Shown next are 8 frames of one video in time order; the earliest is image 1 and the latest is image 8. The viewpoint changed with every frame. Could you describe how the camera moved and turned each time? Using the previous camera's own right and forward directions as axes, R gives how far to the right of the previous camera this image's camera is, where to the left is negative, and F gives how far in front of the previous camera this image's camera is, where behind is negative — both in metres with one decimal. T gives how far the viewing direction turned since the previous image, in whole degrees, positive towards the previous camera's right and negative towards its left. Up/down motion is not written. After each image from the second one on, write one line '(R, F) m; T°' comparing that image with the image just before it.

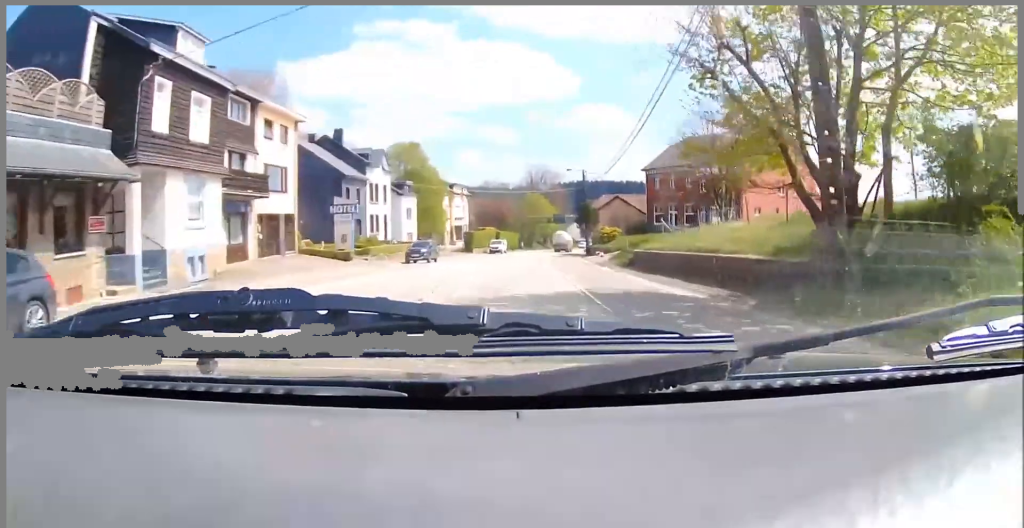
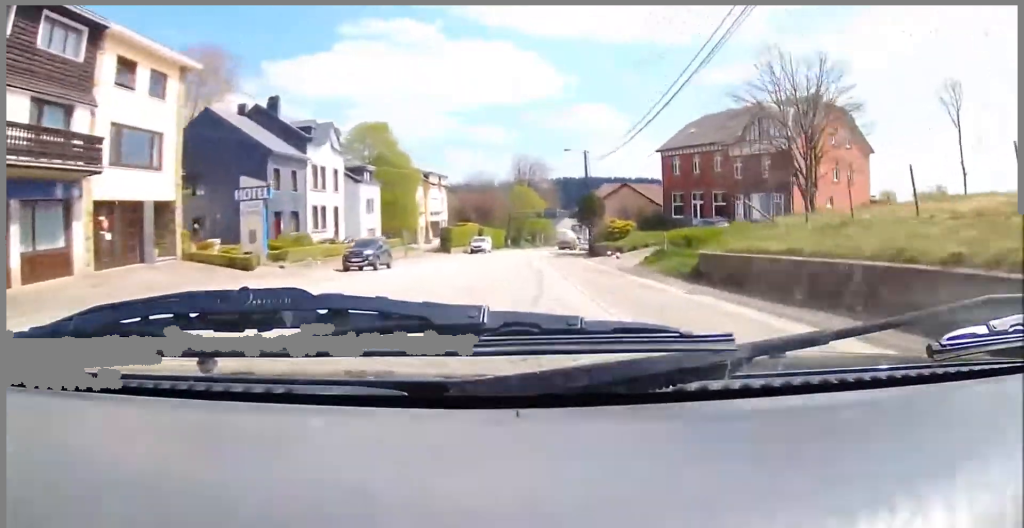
(+0.5, +10.8) m; +8°
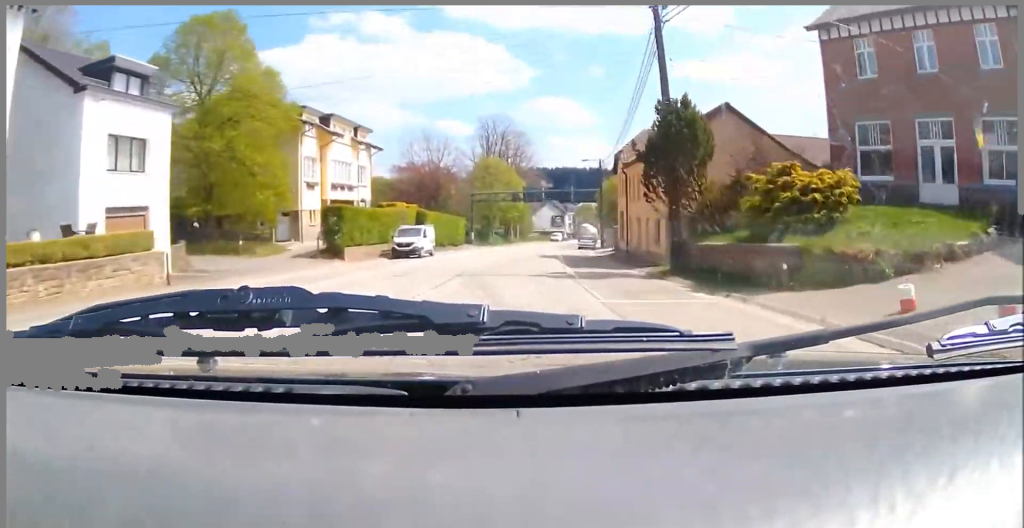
(+4.3, +31.1) m; +6°
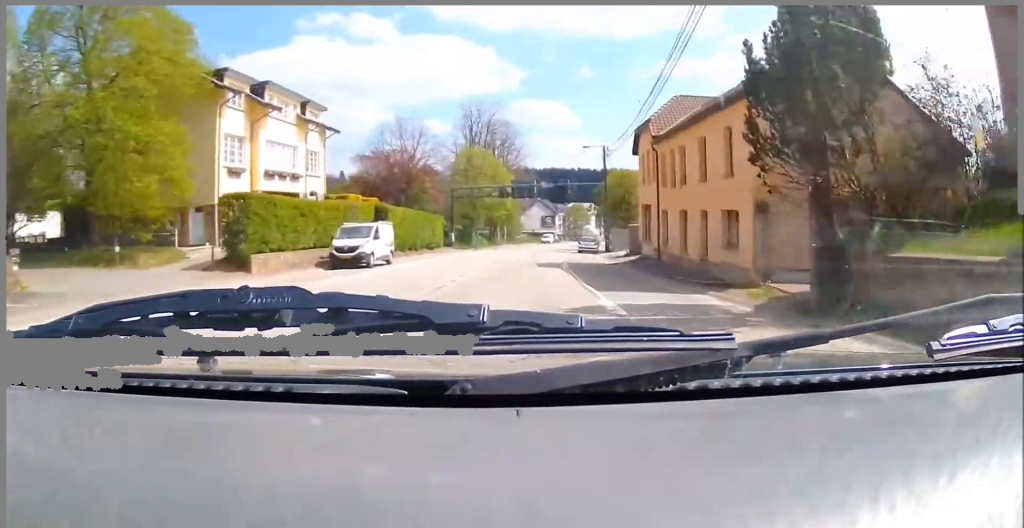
(-0.8, +10.4) m; -1°
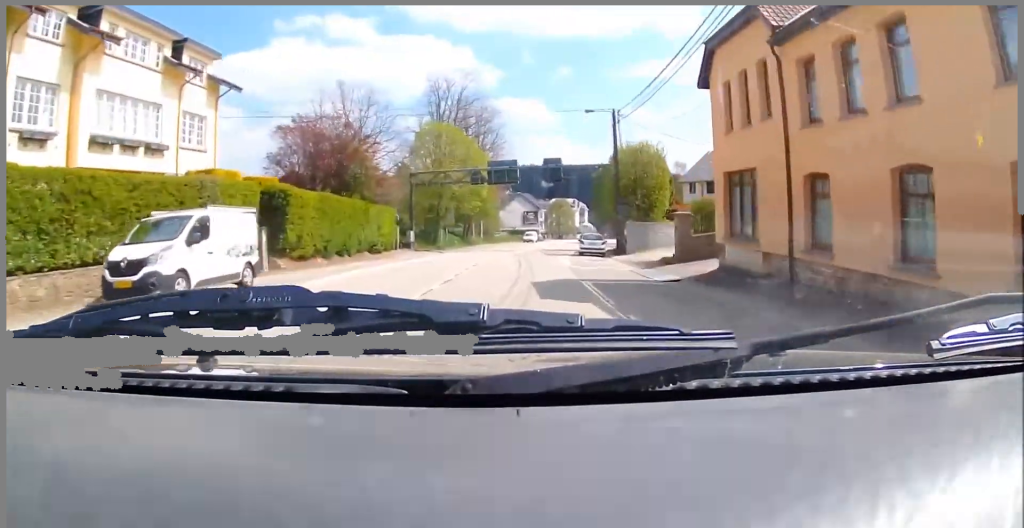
(-0.2, +14.8) m; 0°
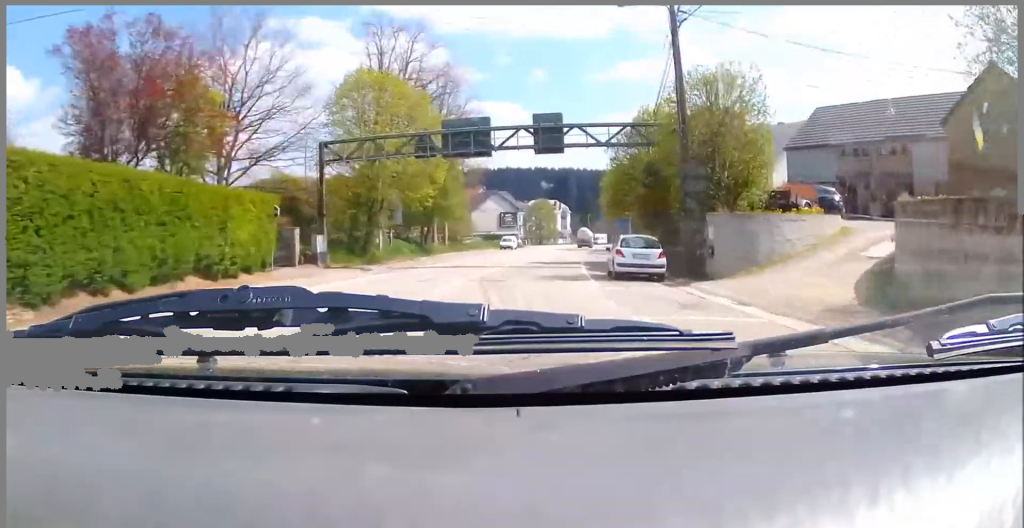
(+0.5, +20.3) m; +3°
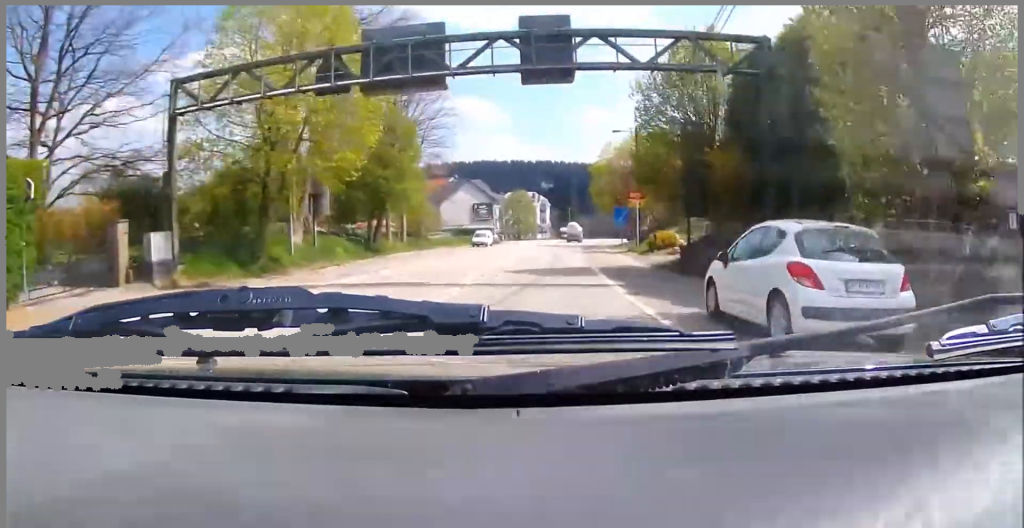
(+0.2, +14.8) m; +3°
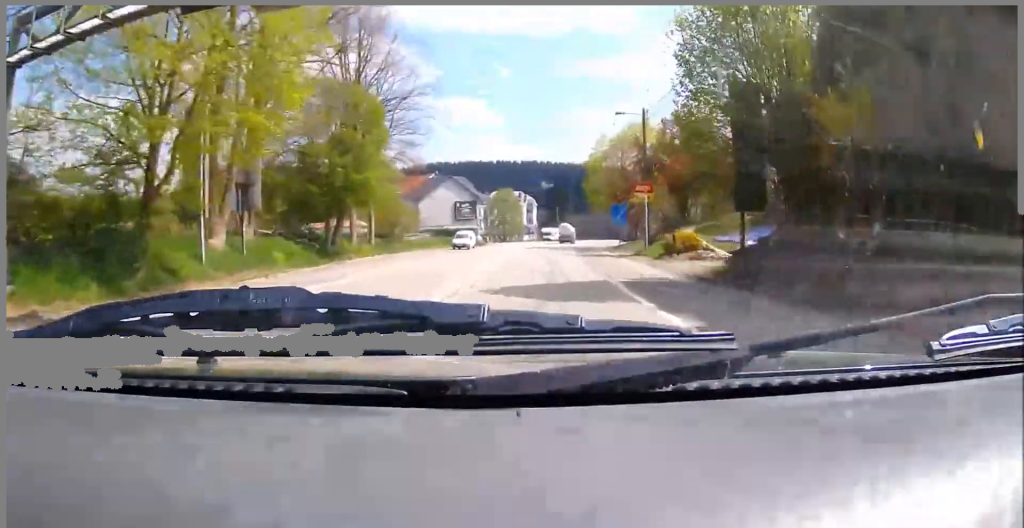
(+0.2, +8.7) m; +2°
